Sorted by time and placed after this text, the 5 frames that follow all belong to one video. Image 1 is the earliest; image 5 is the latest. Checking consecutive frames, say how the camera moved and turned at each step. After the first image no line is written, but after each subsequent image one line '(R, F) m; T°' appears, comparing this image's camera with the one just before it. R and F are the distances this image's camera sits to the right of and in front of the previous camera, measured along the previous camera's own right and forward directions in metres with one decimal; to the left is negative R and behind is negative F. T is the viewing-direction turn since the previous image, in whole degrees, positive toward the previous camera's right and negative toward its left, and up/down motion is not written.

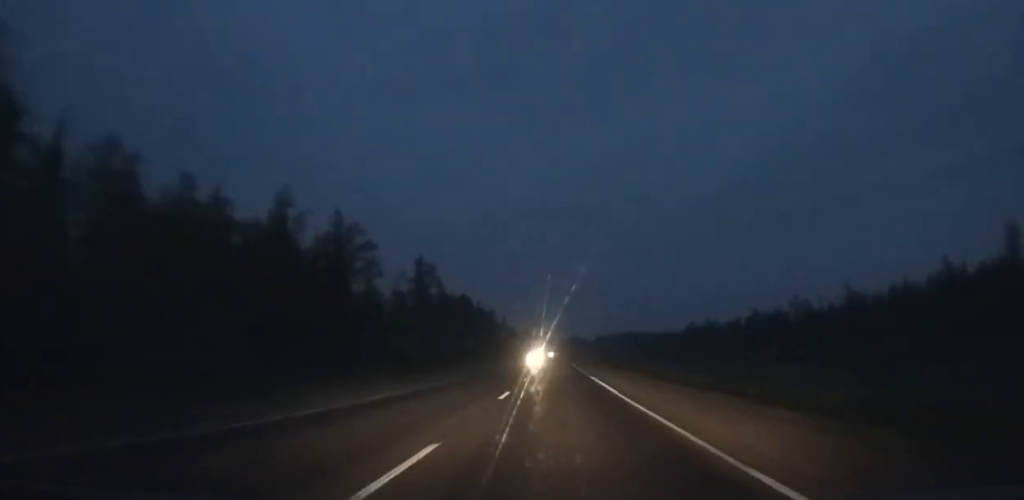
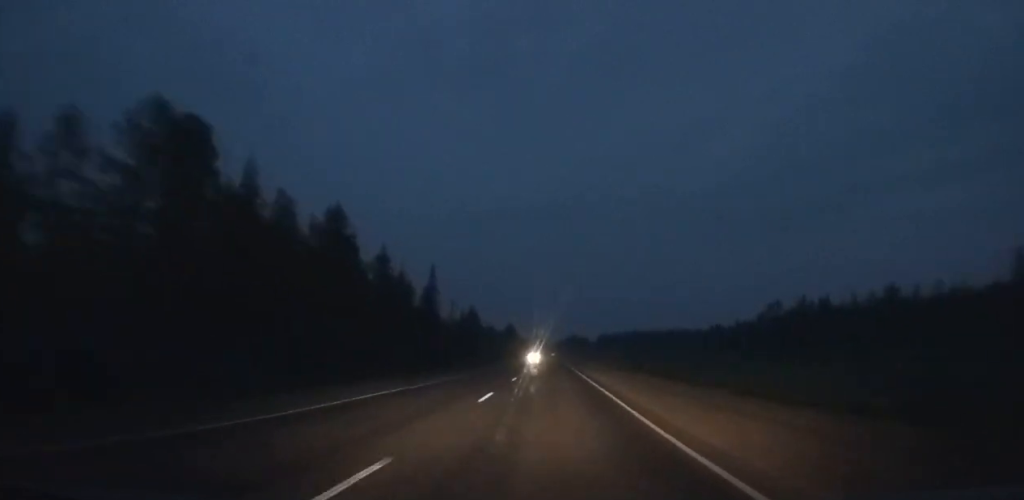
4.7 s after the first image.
(-0.1, +124.1) m; 0°
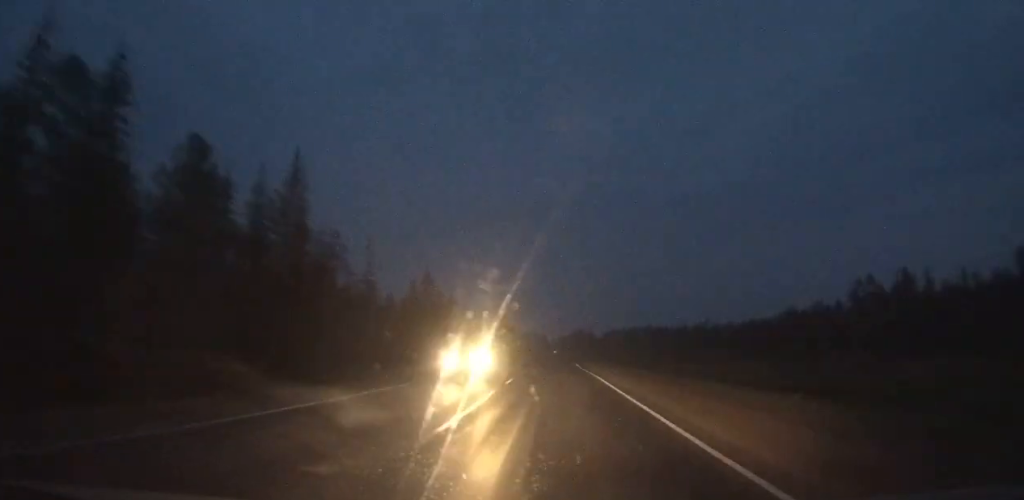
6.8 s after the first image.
(-0.1, +54.4) m; 0°
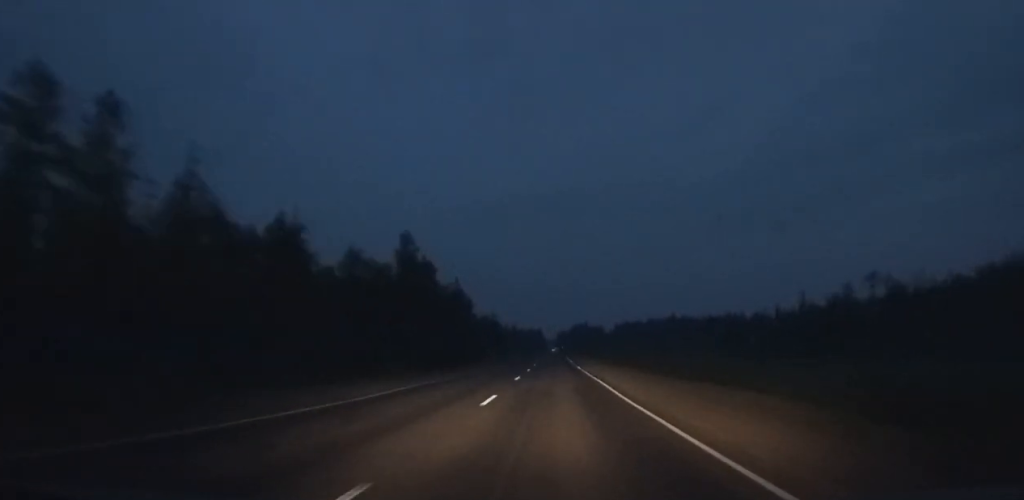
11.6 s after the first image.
(-0.1, +127.0) m; 0°
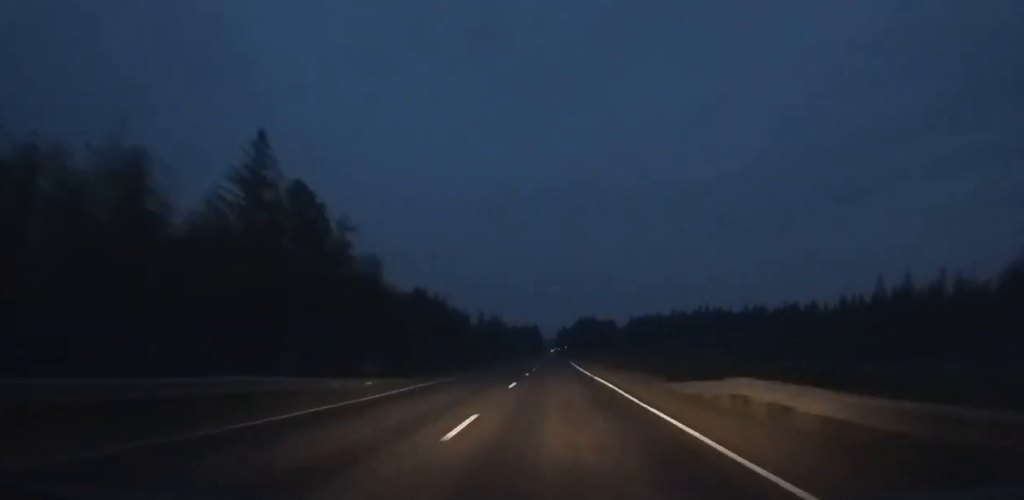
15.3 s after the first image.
(+0.1, +104.9) m; 0°
